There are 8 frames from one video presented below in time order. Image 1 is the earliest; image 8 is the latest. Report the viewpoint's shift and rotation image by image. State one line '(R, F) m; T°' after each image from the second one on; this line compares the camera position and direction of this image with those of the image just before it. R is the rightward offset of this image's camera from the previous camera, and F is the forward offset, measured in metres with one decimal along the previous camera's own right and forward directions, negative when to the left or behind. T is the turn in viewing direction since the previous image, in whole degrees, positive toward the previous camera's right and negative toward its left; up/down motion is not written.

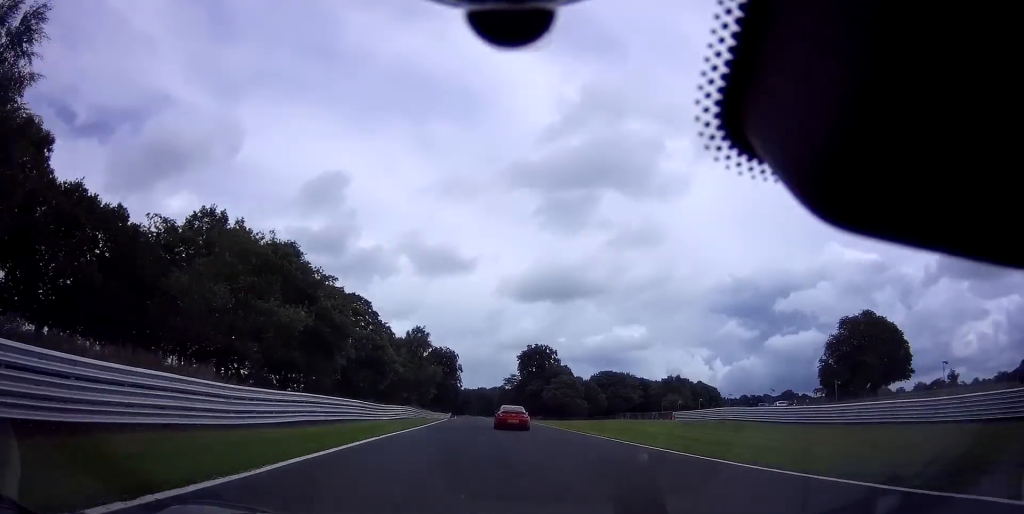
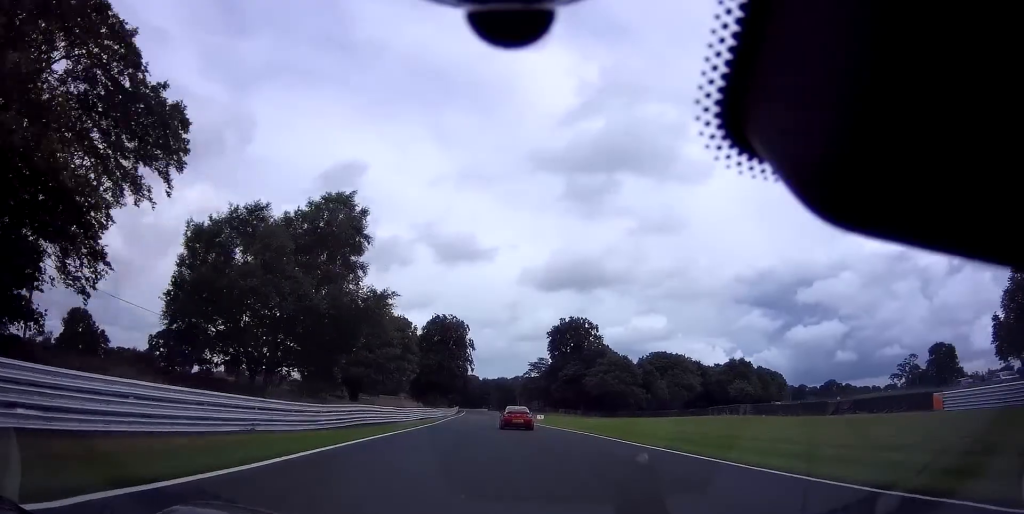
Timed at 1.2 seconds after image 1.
(-1.7, +42.3) m; -3°
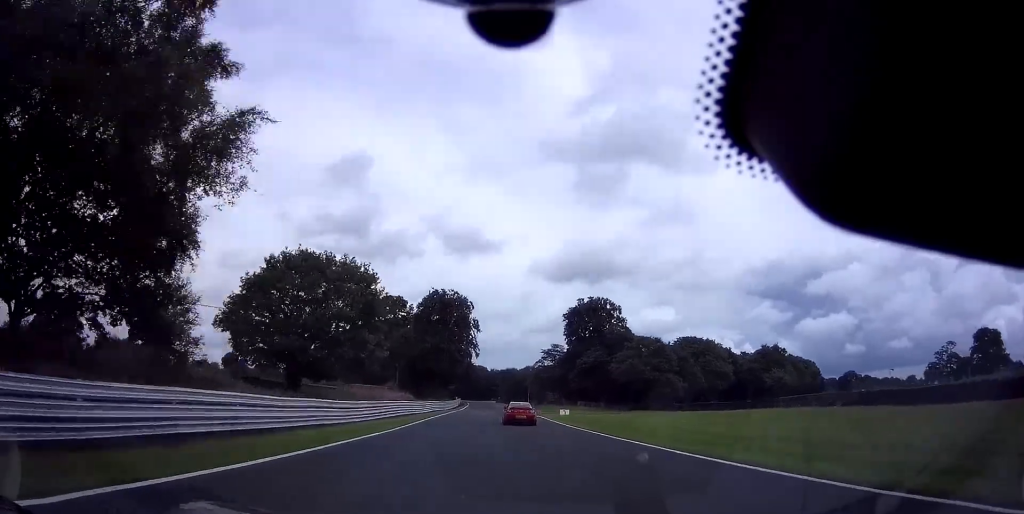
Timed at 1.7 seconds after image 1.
(-0.1, +17.7) m; -1°
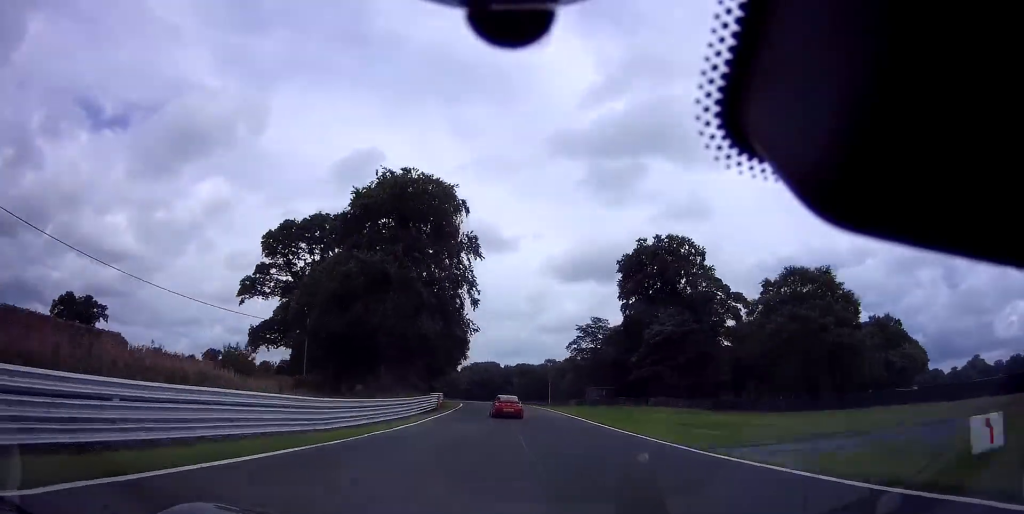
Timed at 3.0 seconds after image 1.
(-0.8, +48.3) m; -2°
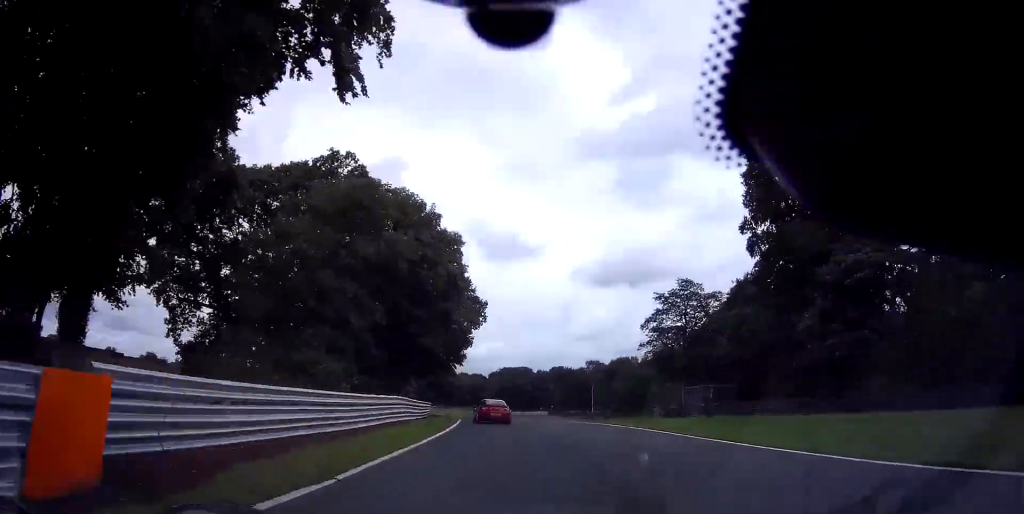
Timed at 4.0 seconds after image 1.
(-0.8, +38.1) m; -3°
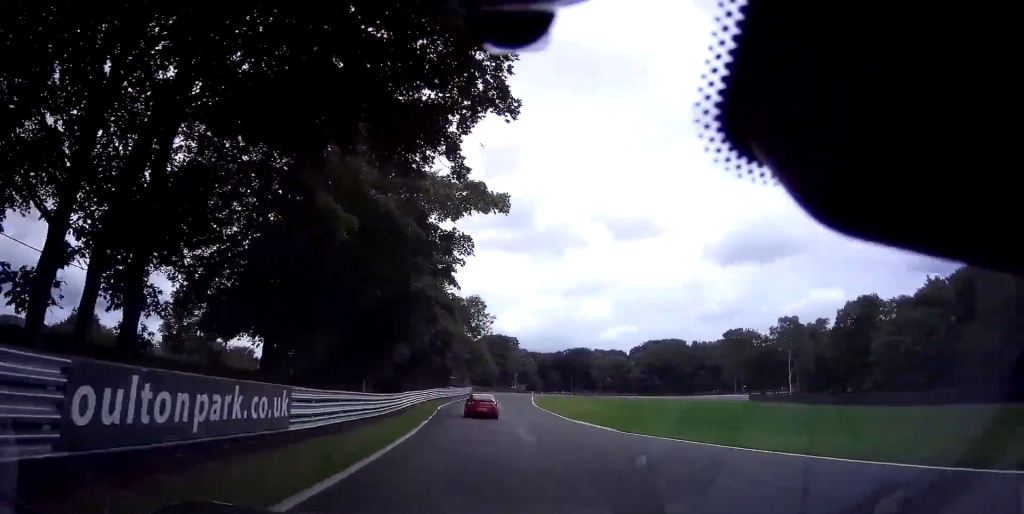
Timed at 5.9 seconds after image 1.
(-5.7, +67.8) m; -11°
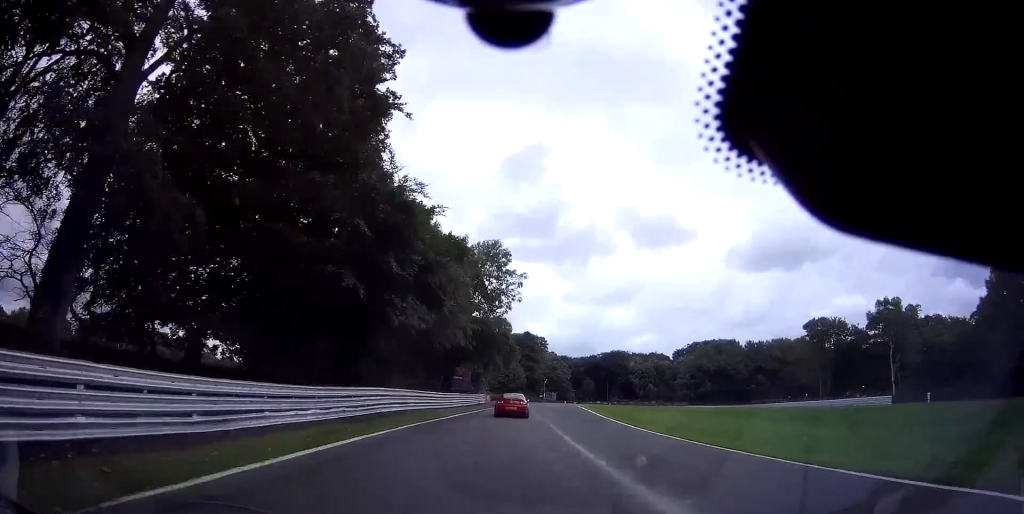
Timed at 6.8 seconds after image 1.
(-1.7, +33.3) m; -3°
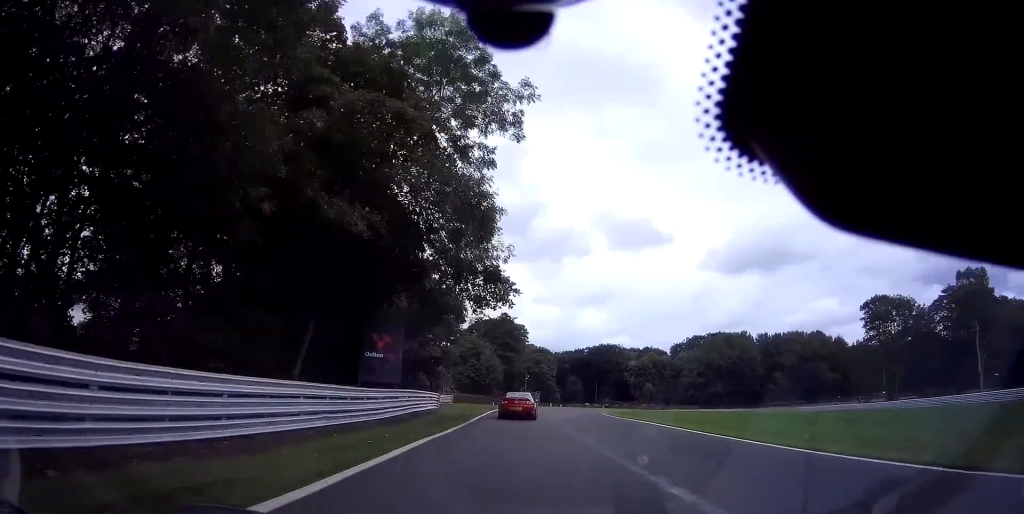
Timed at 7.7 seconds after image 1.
(-0.2, +32.0) m; +2°
